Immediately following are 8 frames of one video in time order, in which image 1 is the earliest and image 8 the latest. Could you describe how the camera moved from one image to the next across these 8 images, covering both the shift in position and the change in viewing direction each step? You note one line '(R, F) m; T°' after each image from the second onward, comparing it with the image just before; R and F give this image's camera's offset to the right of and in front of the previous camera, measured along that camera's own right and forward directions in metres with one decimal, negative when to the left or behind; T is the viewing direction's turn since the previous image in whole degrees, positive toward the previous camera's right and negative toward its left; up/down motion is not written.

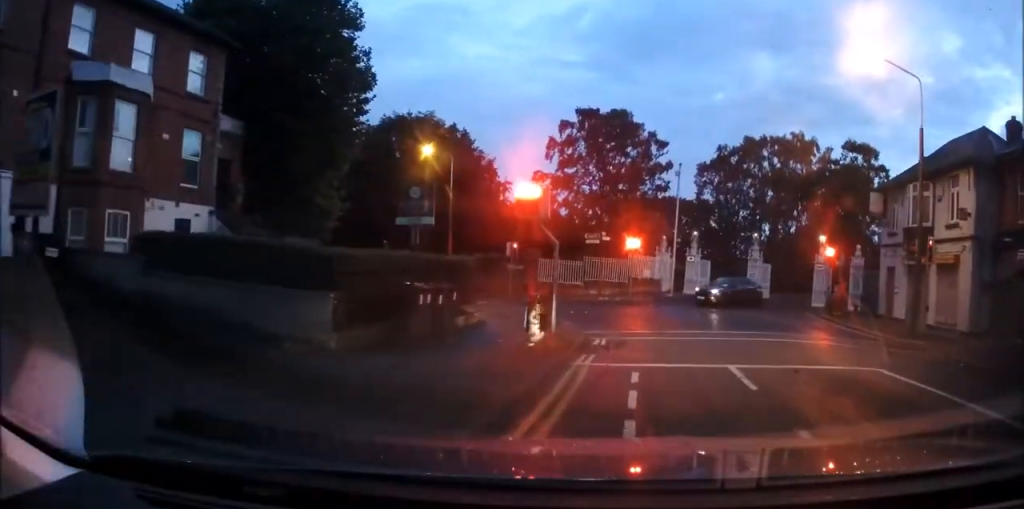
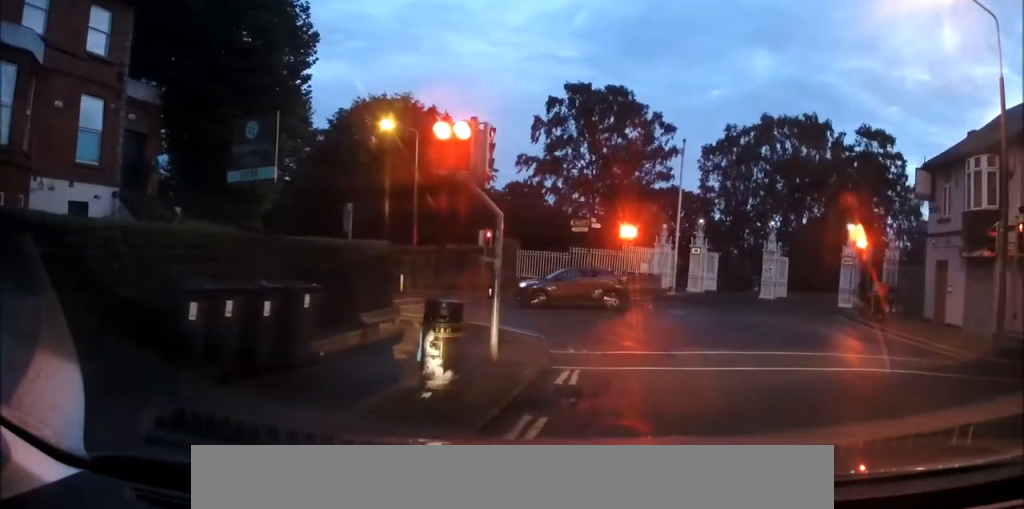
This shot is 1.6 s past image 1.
(0.0, +4.0) m; +1°
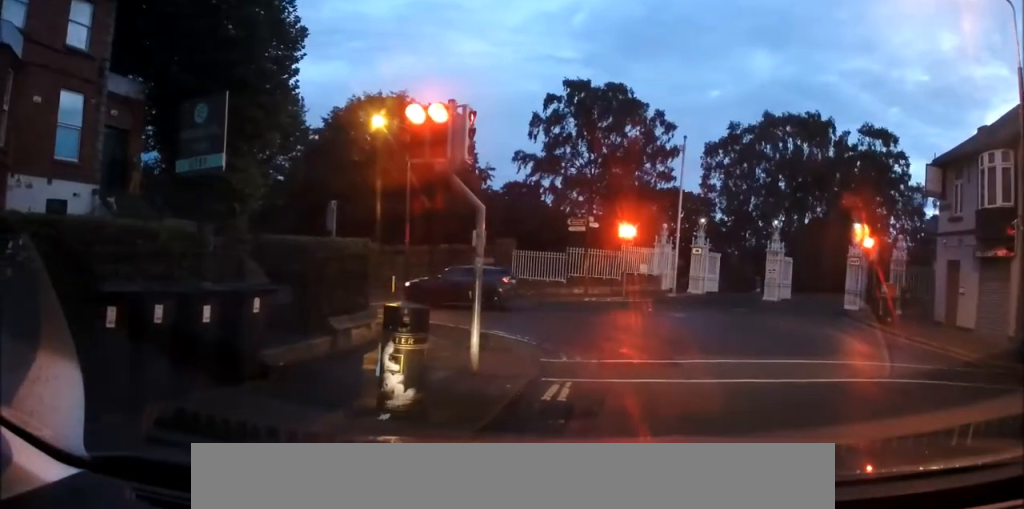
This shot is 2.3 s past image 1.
(0.0, +0.6) m; 0°
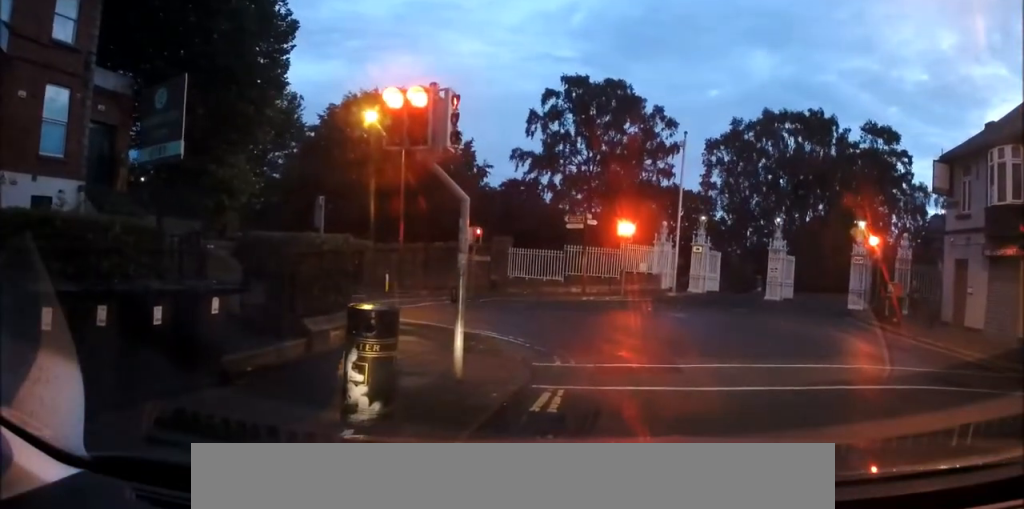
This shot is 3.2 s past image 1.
(0.0, +0.3) m; 0°
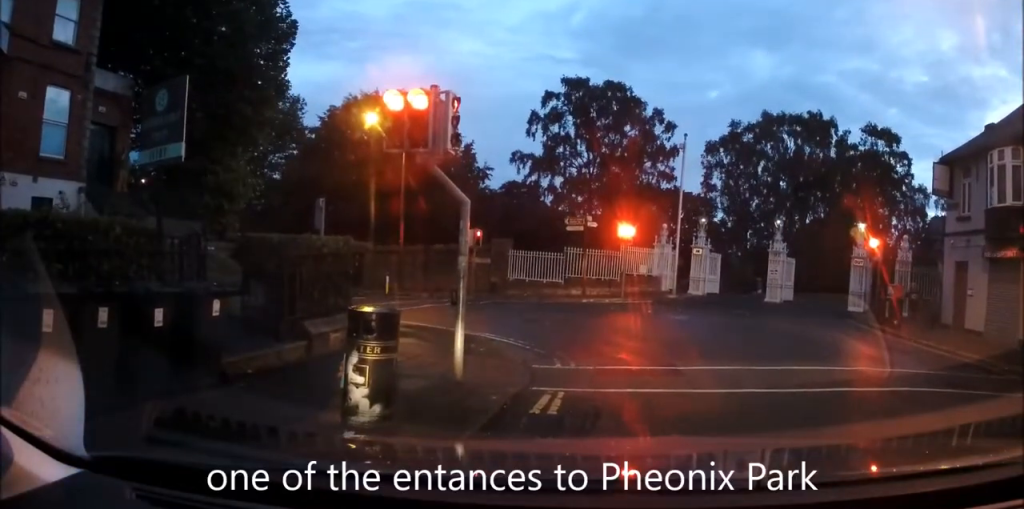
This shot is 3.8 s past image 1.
(0.0, 0.0) m; 0°
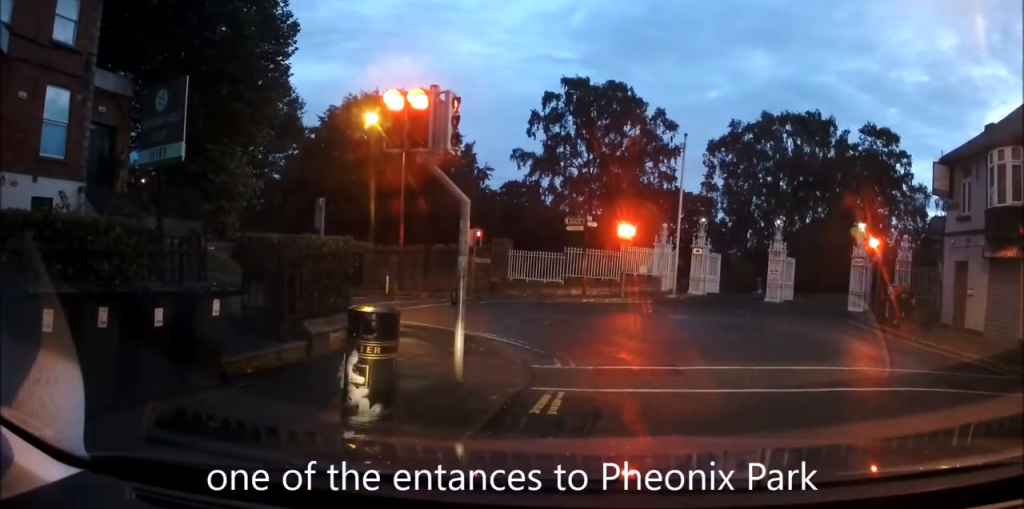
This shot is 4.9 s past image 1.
(0.0, 0.0) m; 0°
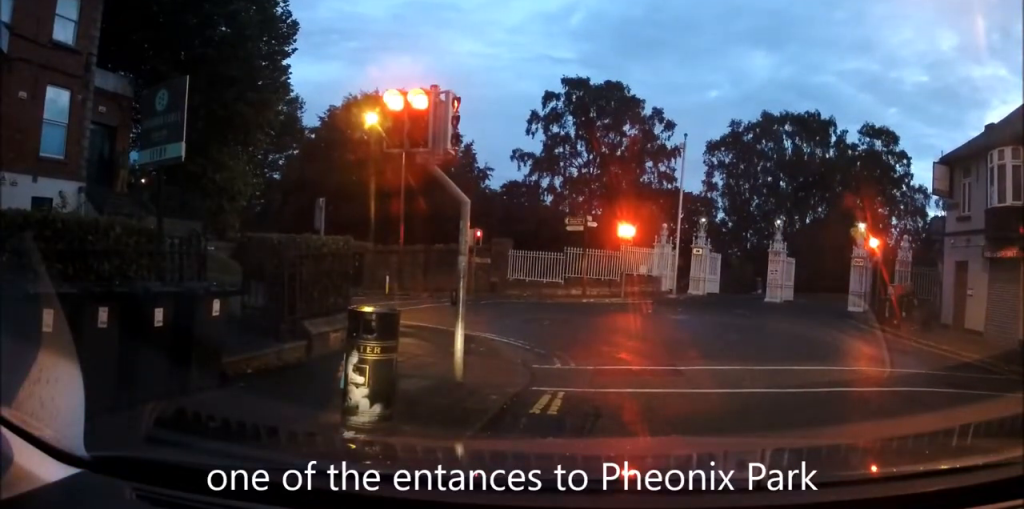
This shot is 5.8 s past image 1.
(0.0, 0.0) m; 0°
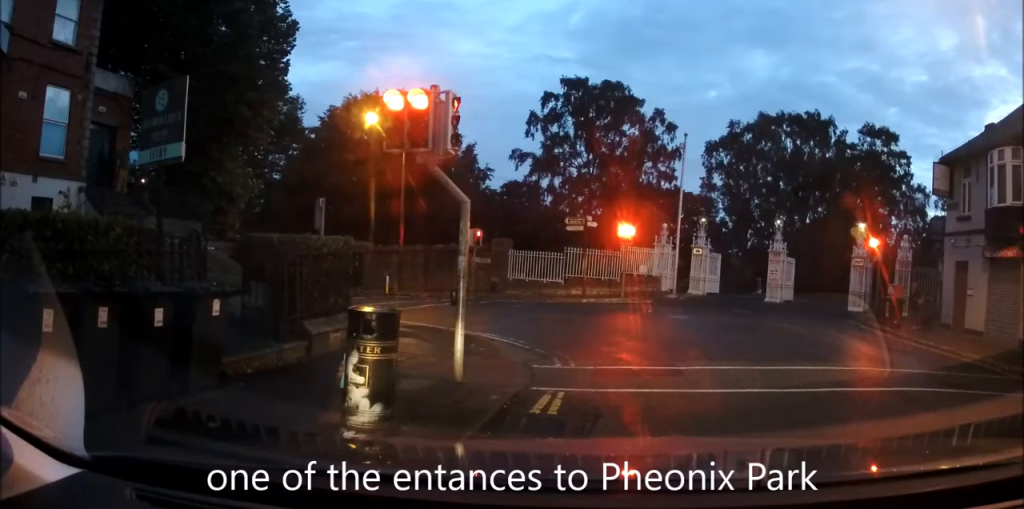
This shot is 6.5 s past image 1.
(0.0, 0.0) m; 0°
